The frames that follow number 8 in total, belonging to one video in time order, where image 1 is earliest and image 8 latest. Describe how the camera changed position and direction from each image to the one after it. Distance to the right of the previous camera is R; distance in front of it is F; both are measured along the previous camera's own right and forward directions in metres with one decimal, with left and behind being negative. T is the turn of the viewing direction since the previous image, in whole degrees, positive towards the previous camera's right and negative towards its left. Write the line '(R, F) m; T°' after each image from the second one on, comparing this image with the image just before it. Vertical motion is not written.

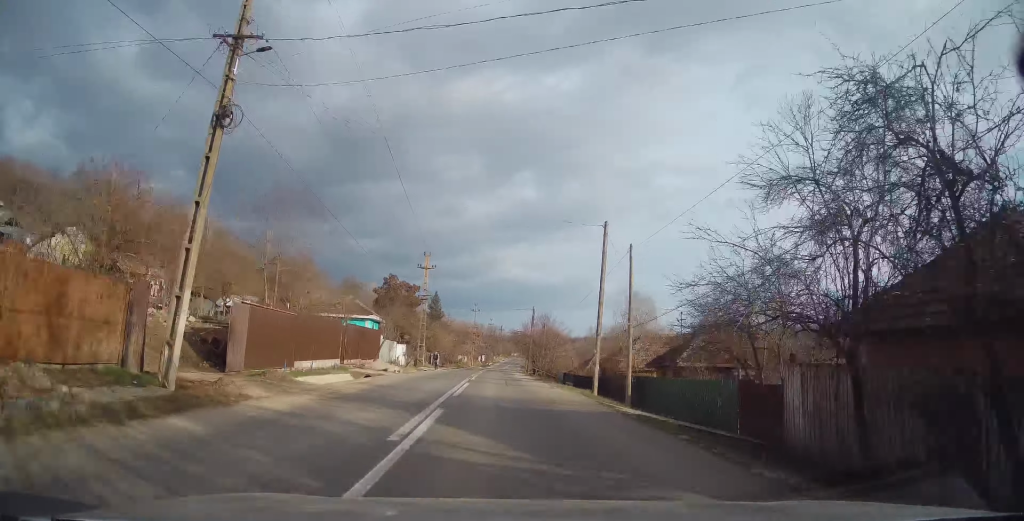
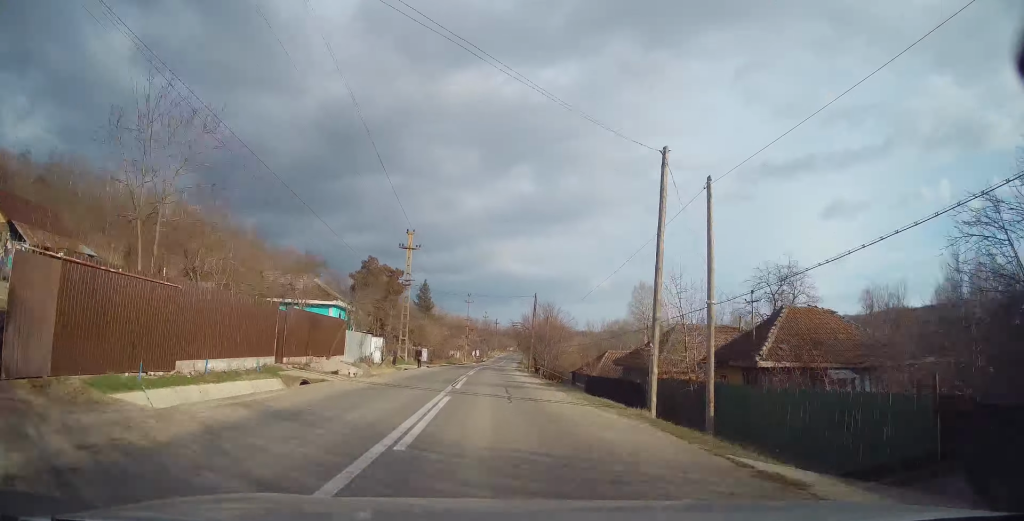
(0.0, +8.3) m; 0°
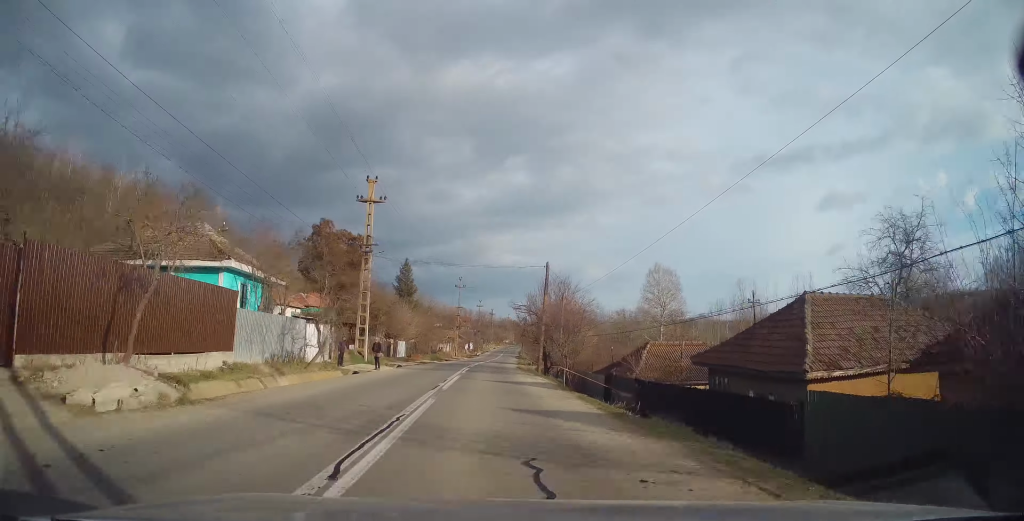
(0.0, +13.6) m; 0°
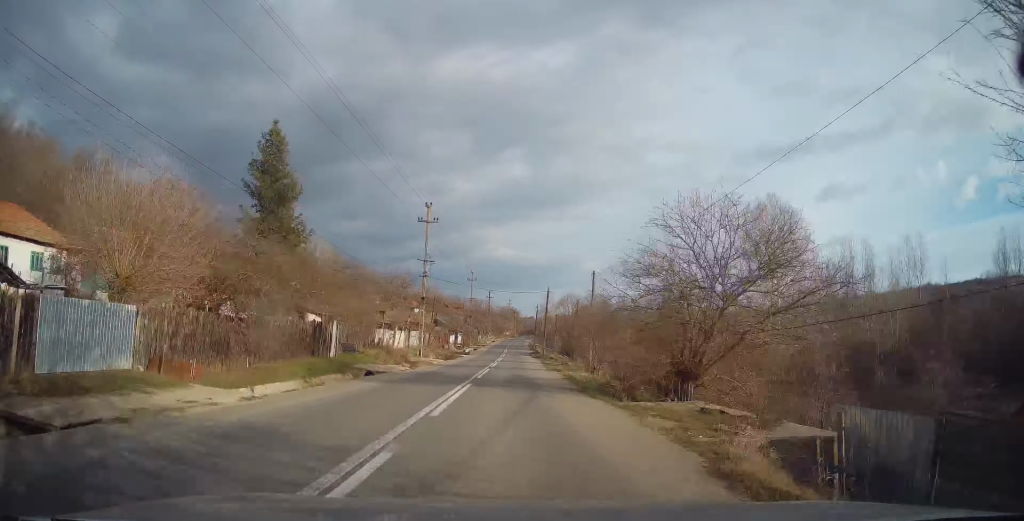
(-0.1, +40.6) m; 0°
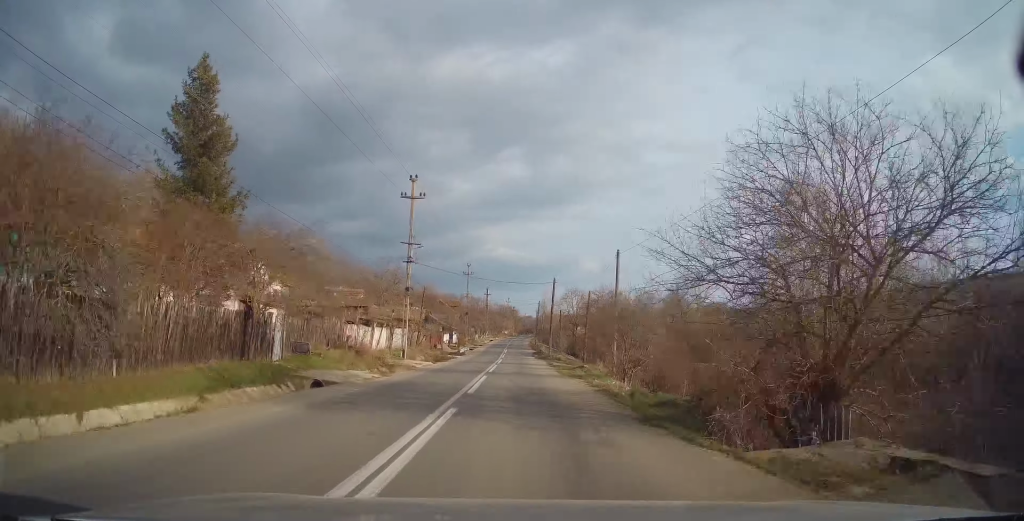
(0.0, +7.0) m; +1°
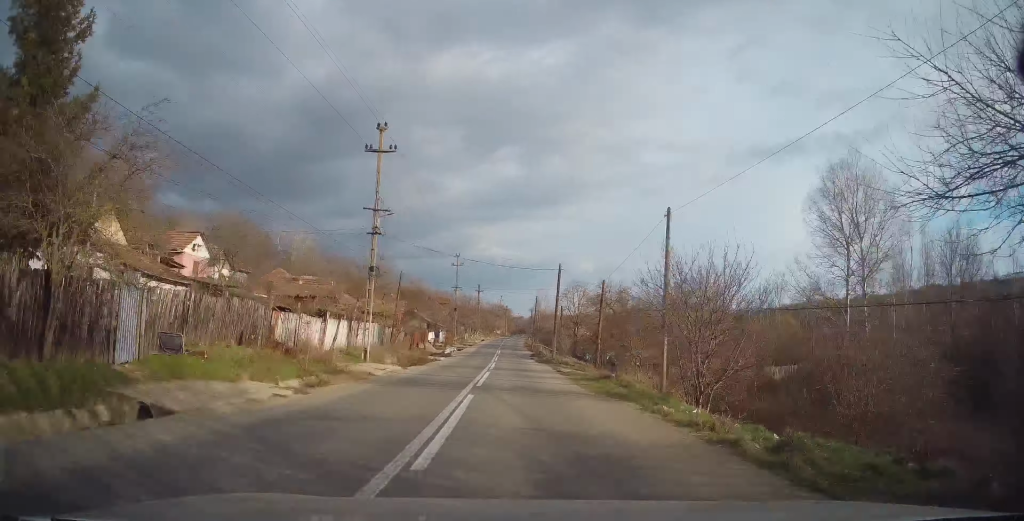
(0.0, +8.3) m; +1°
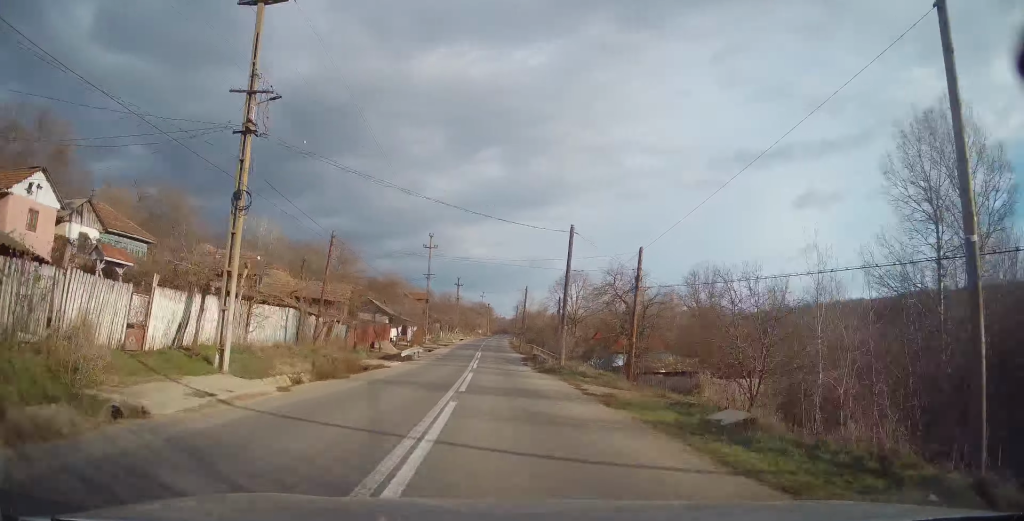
(+0.4, +13.5) m; +1°
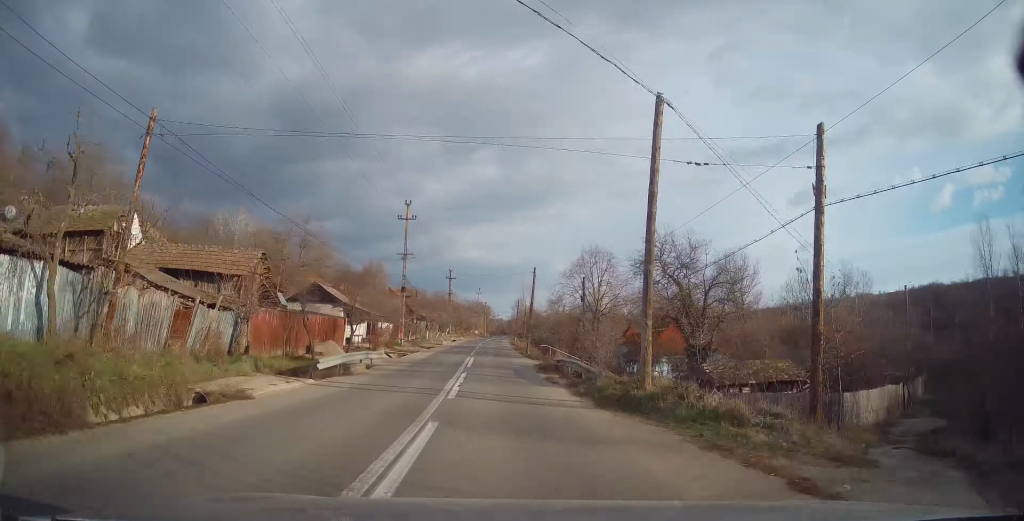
(-0.1, +15.0) m; 0°
